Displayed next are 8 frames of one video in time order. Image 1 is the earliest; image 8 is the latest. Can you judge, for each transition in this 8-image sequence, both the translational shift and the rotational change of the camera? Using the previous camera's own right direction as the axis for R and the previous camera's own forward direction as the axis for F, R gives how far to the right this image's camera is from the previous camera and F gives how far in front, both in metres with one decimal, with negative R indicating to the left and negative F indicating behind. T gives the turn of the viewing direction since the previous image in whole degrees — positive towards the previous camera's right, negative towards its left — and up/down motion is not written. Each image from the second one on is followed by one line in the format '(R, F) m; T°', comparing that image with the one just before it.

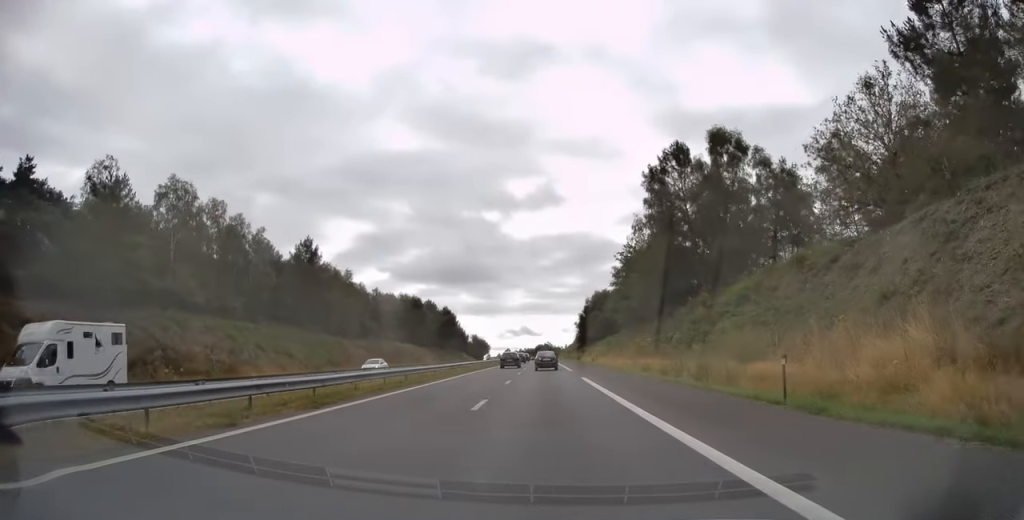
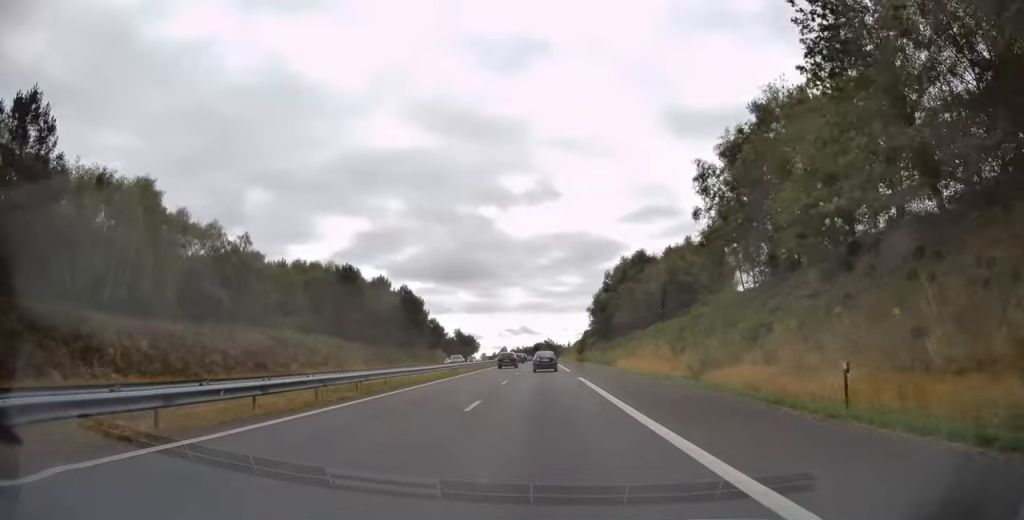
(0.0, +51.6) m; 0°
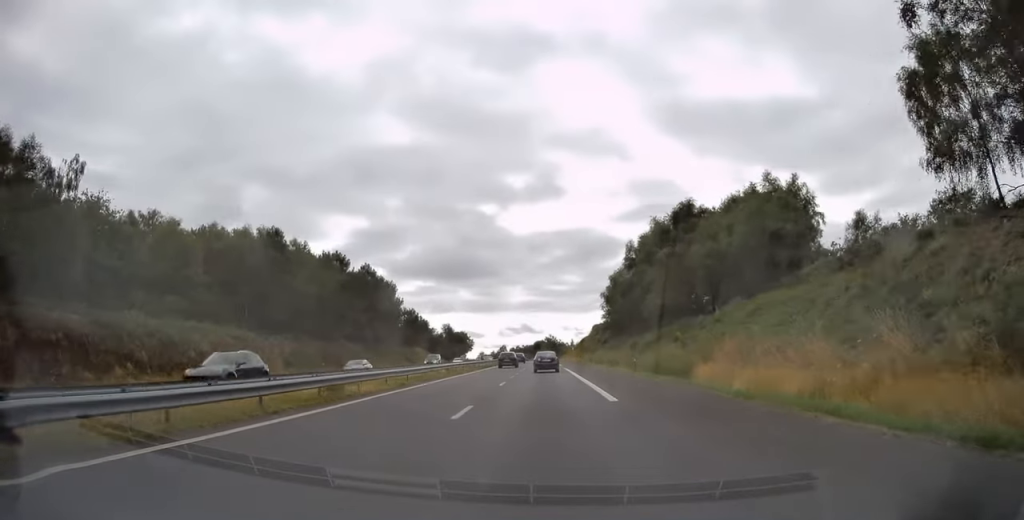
(-0.1, +27.6) m; 0°
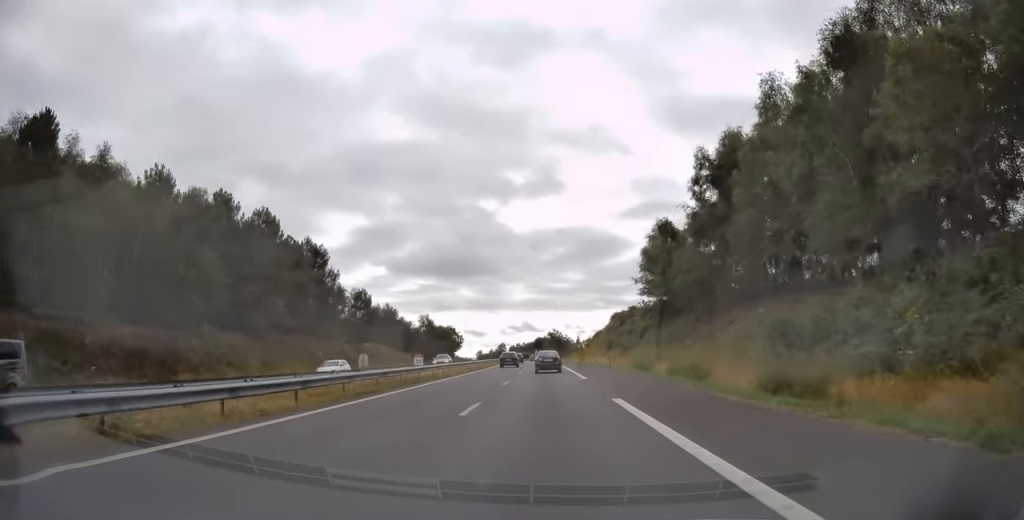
(-0.1, +37.8) m; -1°
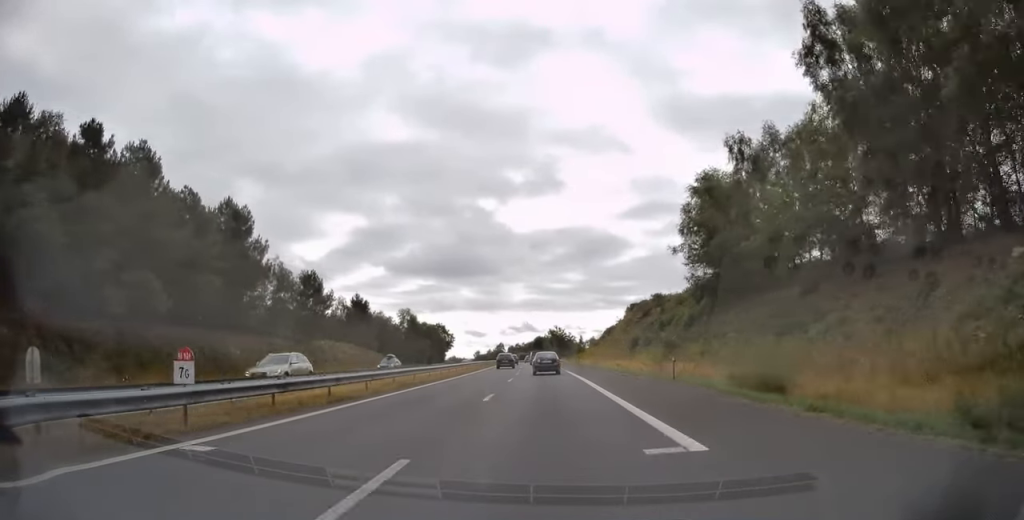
(-0.2, +21.5) m; 0°
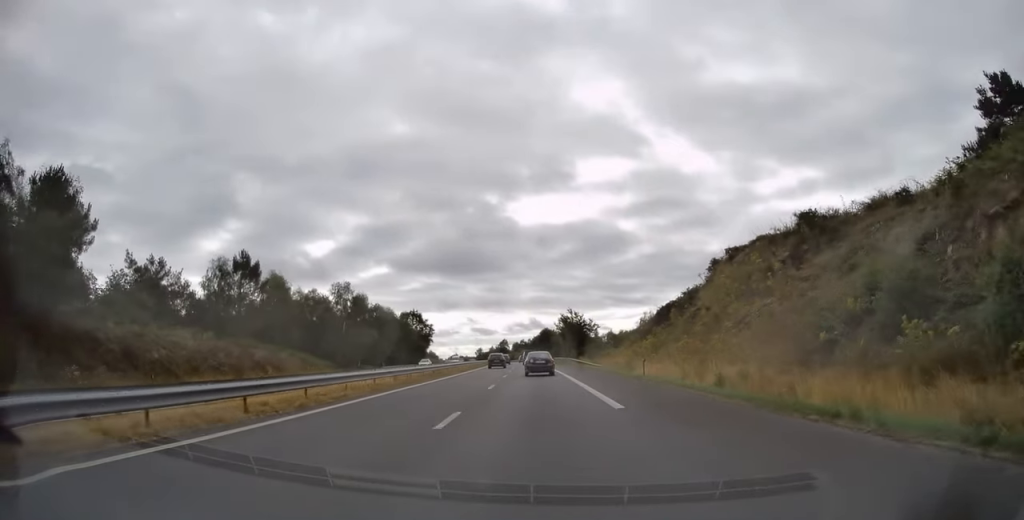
(+0.4, +45.1) m; 0°
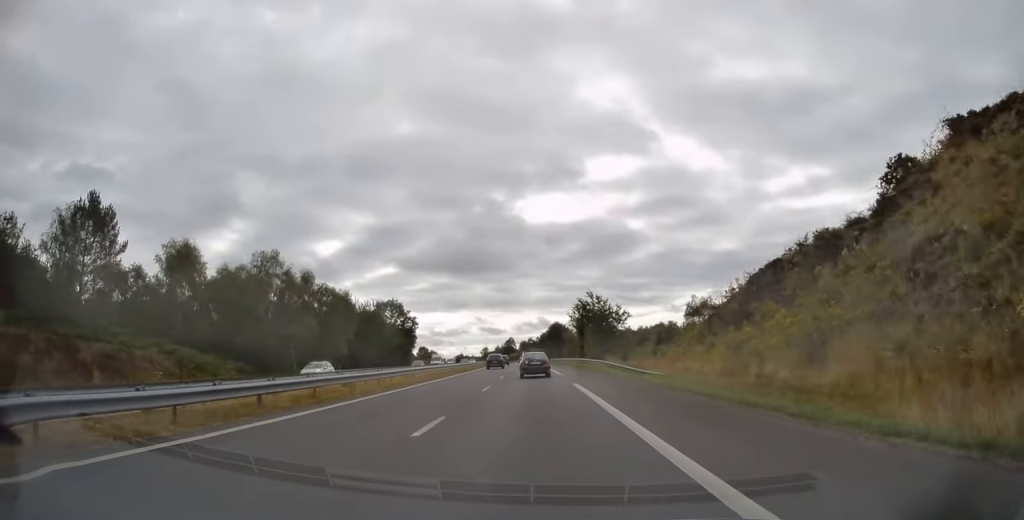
(0.0, +26.7) m; -1°
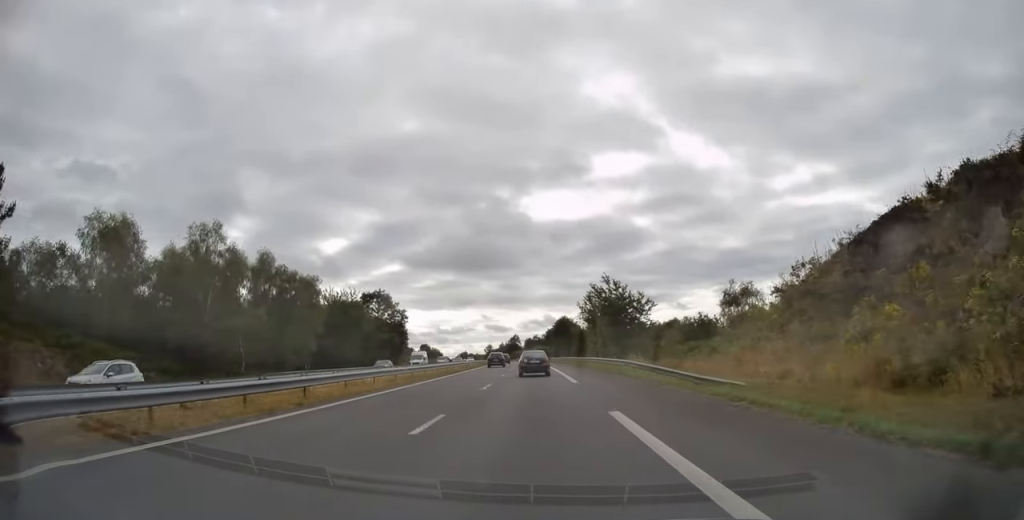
(-0.2, +12.8) m; -1°
